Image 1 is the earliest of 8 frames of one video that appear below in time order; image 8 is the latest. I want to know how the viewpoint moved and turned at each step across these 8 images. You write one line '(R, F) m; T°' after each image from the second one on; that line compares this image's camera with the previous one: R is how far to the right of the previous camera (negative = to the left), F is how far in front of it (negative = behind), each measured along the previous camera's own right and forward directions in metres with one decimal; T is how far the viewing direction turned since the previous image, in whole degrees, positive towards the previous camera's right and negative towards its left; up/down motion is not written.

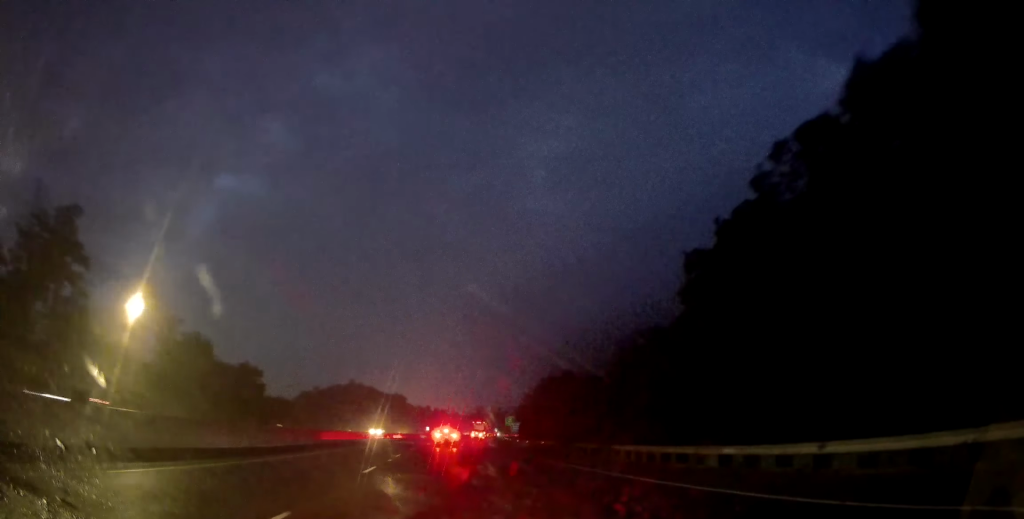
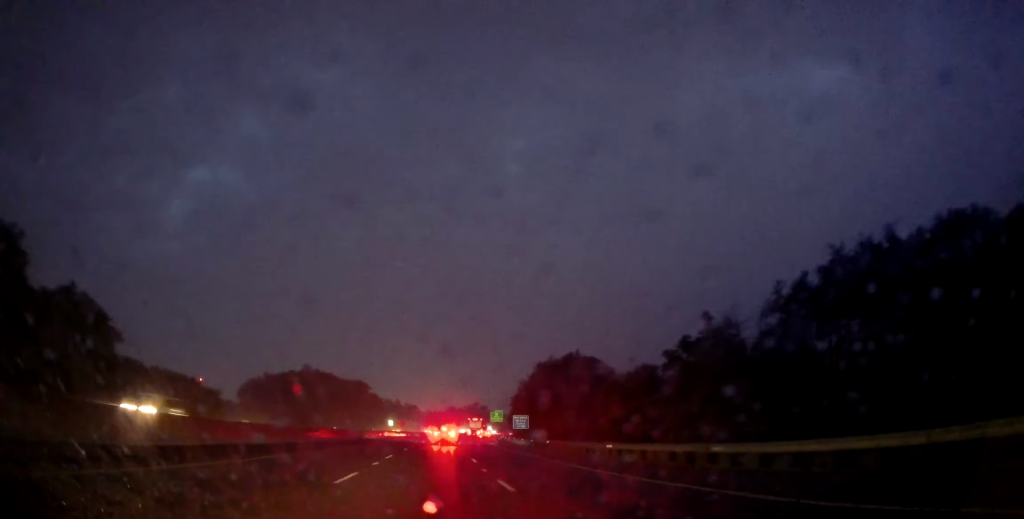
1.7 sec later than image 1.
(+1.1, +52.9) m; +3°
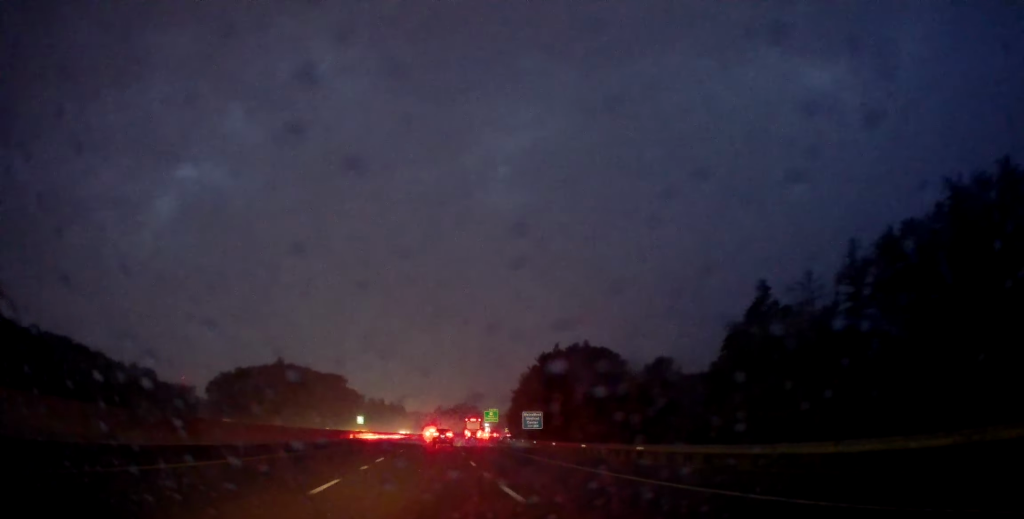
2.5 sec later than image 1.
(+0.2, +26.4) m; +2°
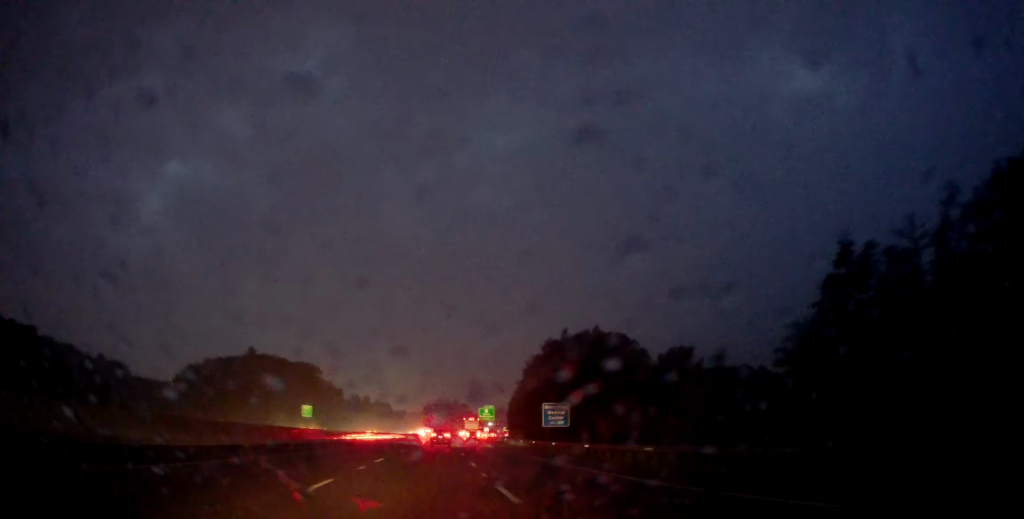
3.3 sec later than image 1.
(+0.5, +24.3) m; 0°
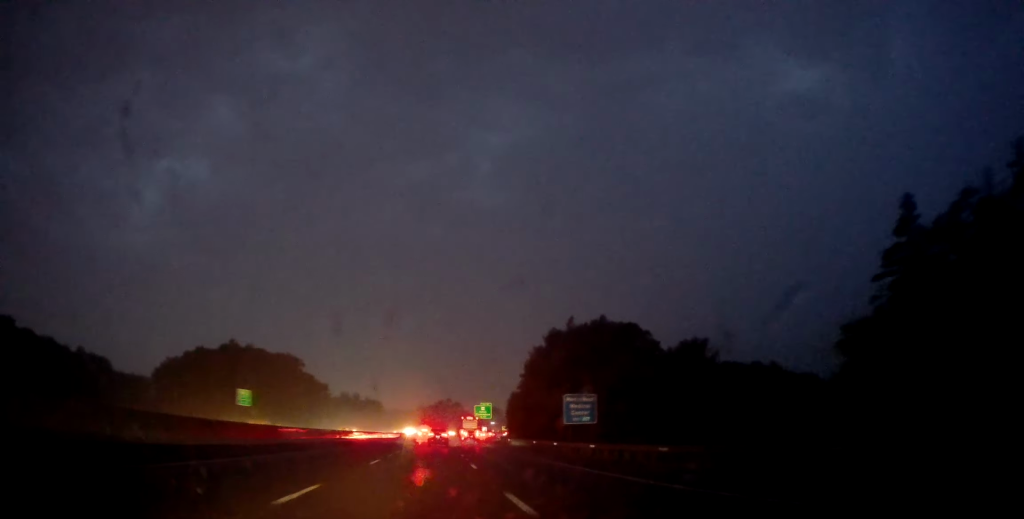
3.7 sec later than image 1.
(-0.1, +13.7) m; 0°
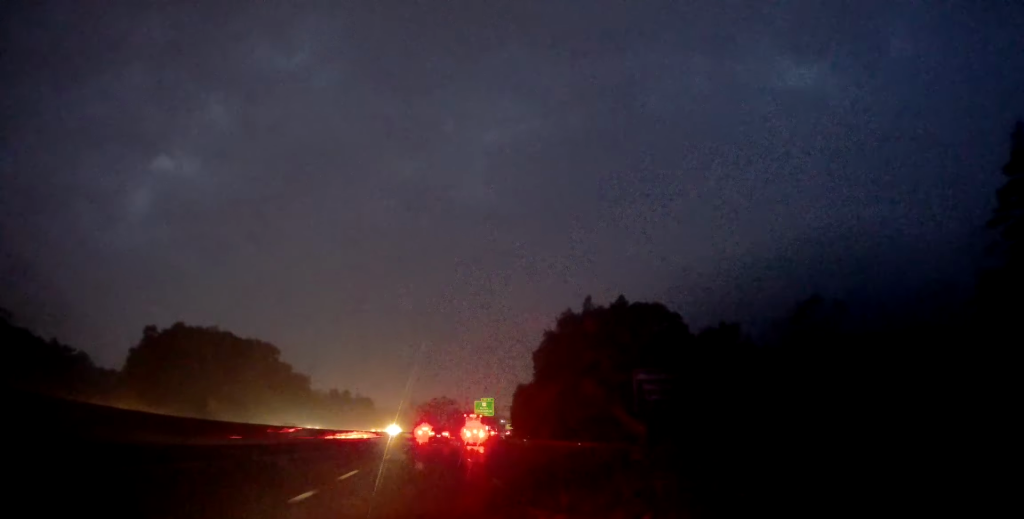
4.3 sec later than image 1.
(-0.5, +18.9) m; +1°
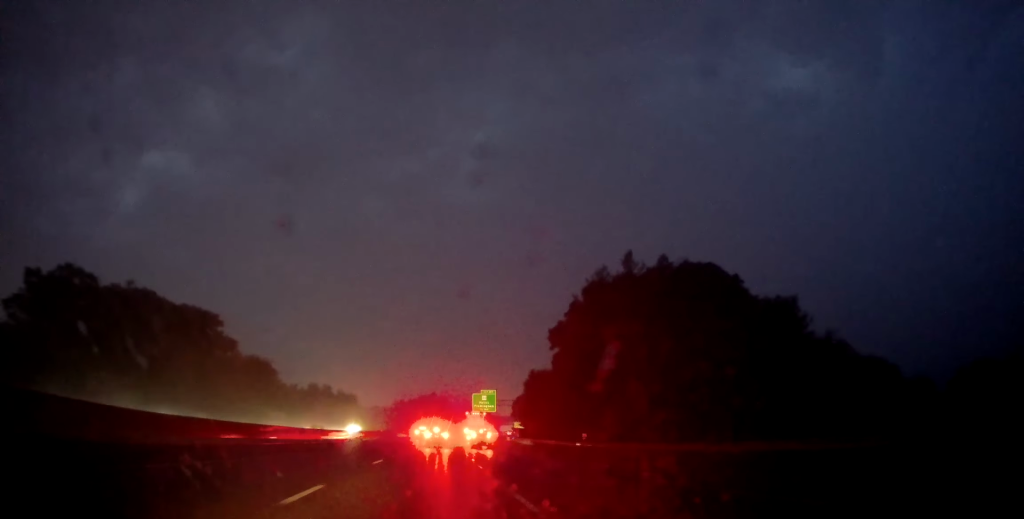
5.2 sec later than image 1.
(+0.8, +29.3) m; +2°
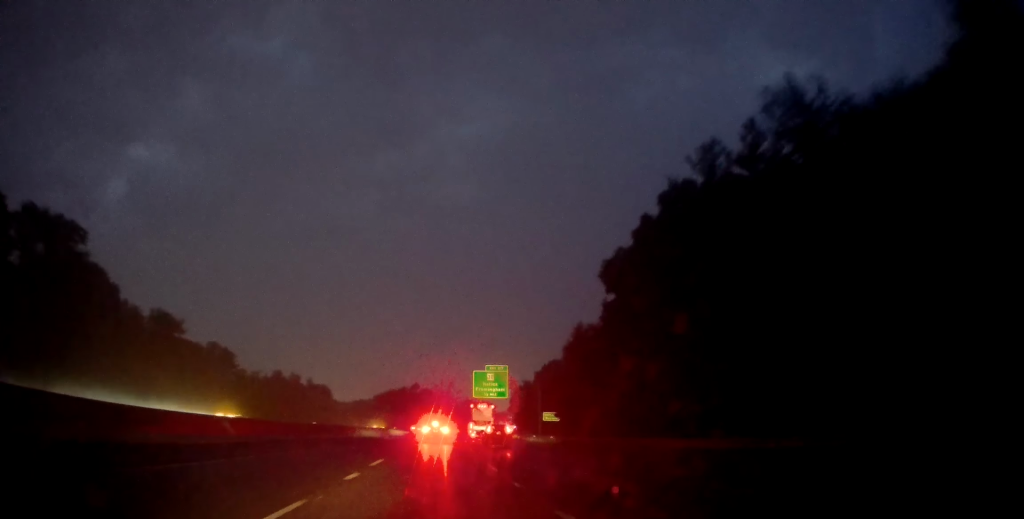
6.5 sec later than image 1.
(+0.4, +39.4) m; +1°
